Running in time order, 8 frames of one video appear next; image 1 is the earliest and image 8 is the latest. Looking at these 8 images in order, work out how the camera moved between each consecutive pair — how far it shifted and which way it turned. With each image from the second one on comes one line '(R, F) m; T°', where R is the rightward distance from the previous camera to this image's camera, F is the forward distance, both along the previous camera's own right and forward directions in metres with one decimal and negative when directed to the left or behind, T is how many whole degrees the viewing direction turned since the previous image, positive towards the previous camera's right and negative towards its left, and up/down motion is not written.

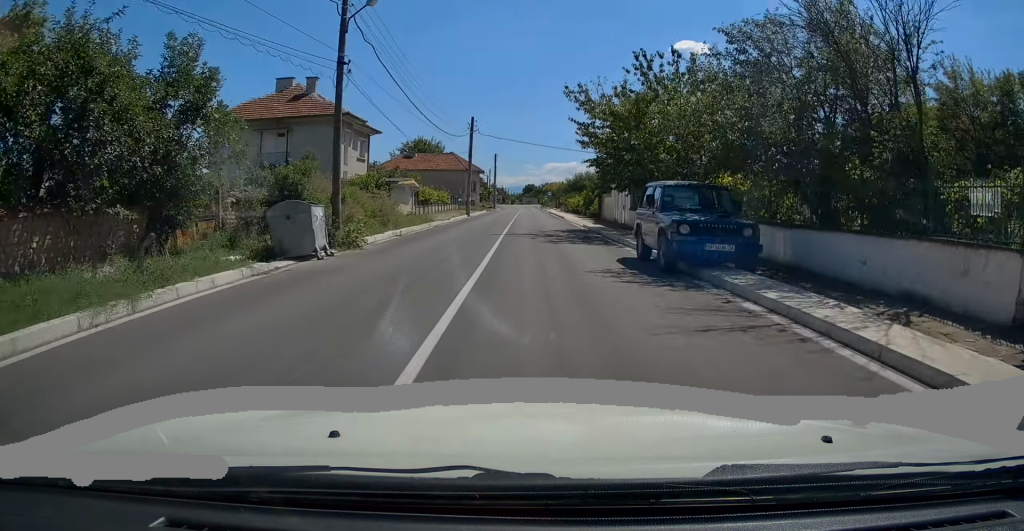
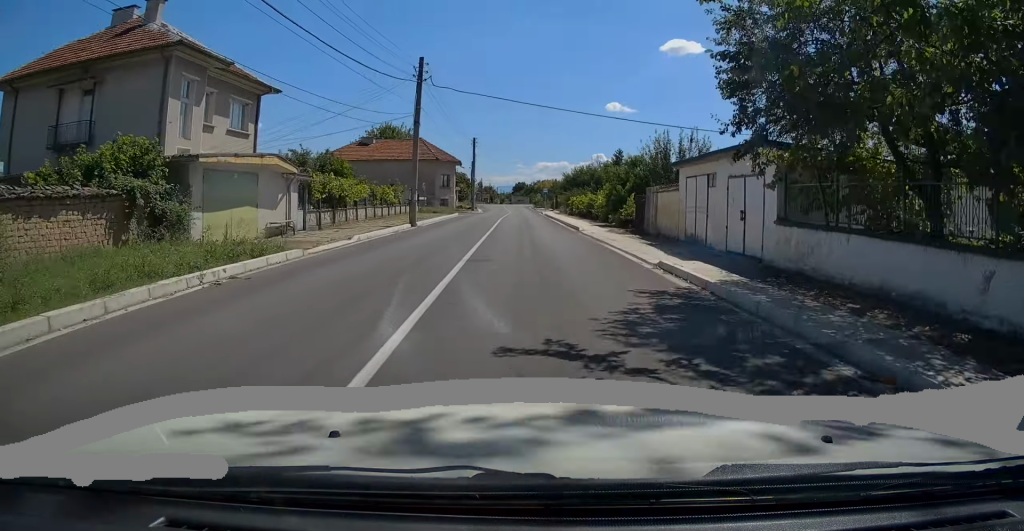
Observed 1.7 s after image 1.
(0.0, +20.0) m; 0°
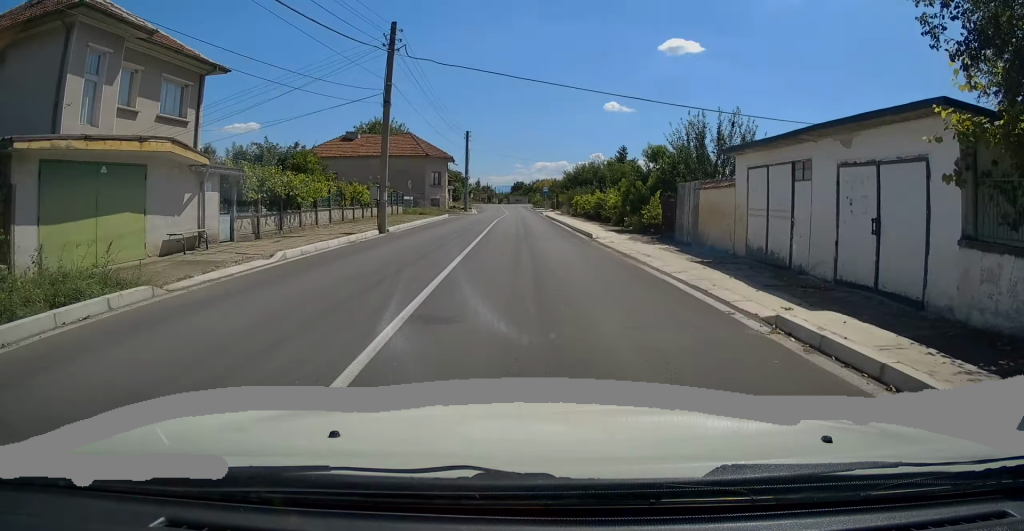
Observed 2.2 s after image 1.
(0.0, +5.8) m; 0°
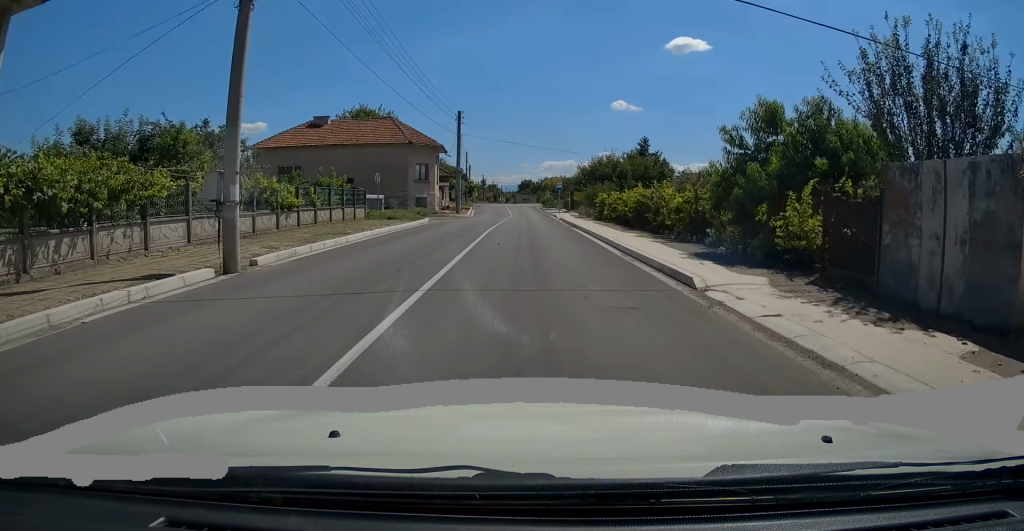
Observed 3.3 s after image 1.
(0.0, +12.3) m; 0°
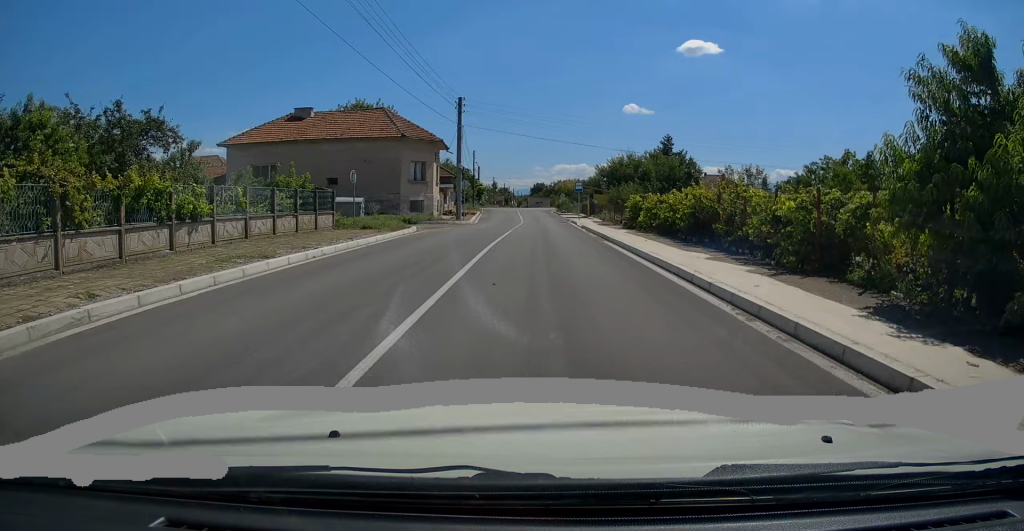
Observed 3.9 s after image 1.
(0.0, +7.3) m; 0°
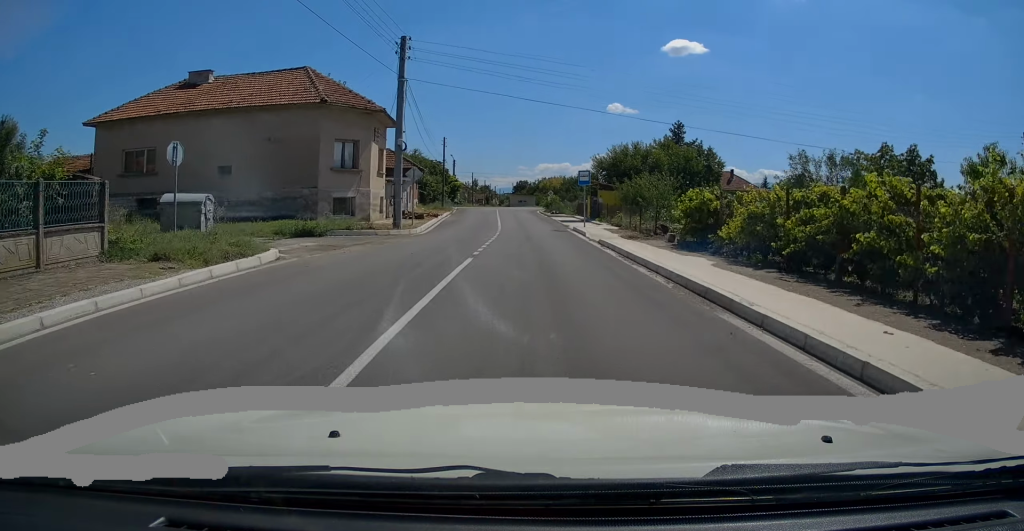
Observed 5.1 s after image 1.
(-0.1, +13.6) m; 0°
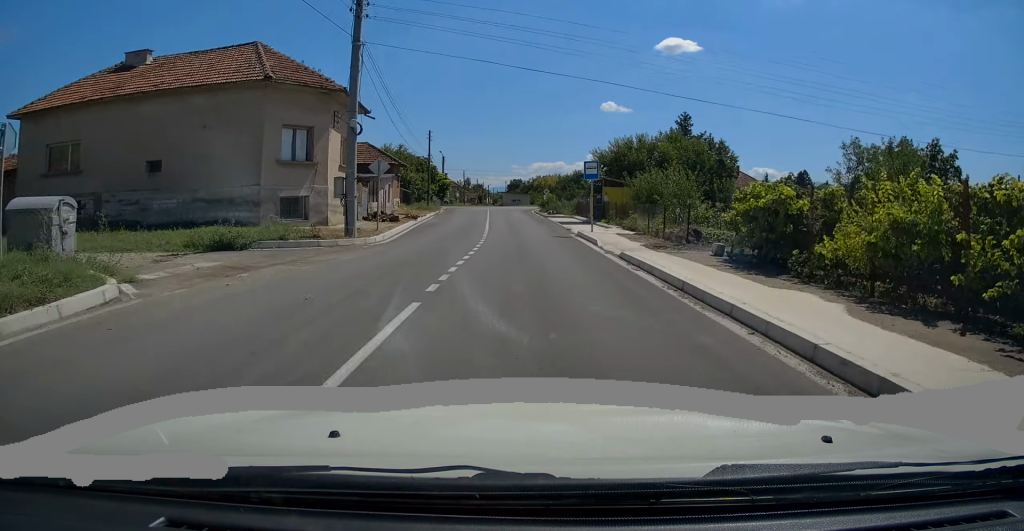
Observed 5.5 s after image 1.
(0.0, +5.5) m; 0°
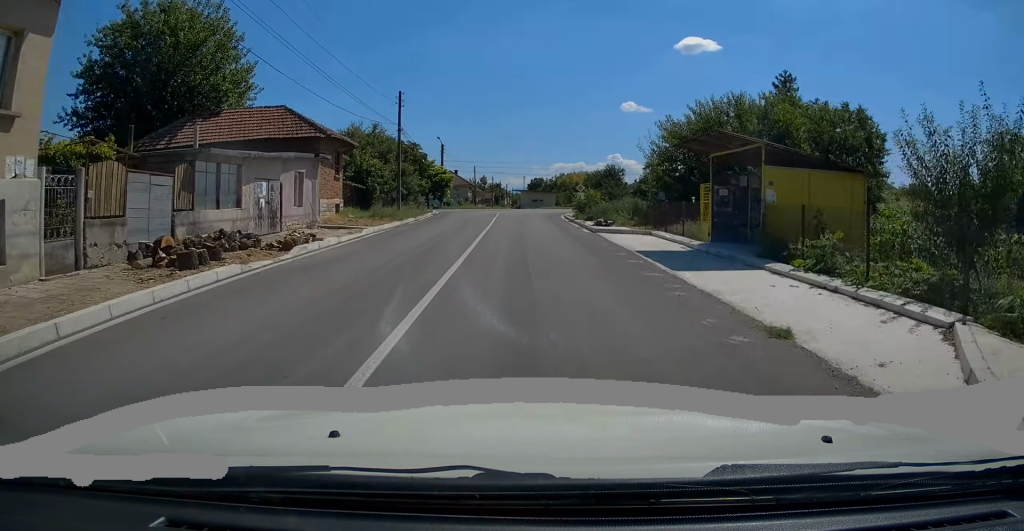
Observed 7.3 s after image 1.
(+0.1, +20.9) m; 0°
